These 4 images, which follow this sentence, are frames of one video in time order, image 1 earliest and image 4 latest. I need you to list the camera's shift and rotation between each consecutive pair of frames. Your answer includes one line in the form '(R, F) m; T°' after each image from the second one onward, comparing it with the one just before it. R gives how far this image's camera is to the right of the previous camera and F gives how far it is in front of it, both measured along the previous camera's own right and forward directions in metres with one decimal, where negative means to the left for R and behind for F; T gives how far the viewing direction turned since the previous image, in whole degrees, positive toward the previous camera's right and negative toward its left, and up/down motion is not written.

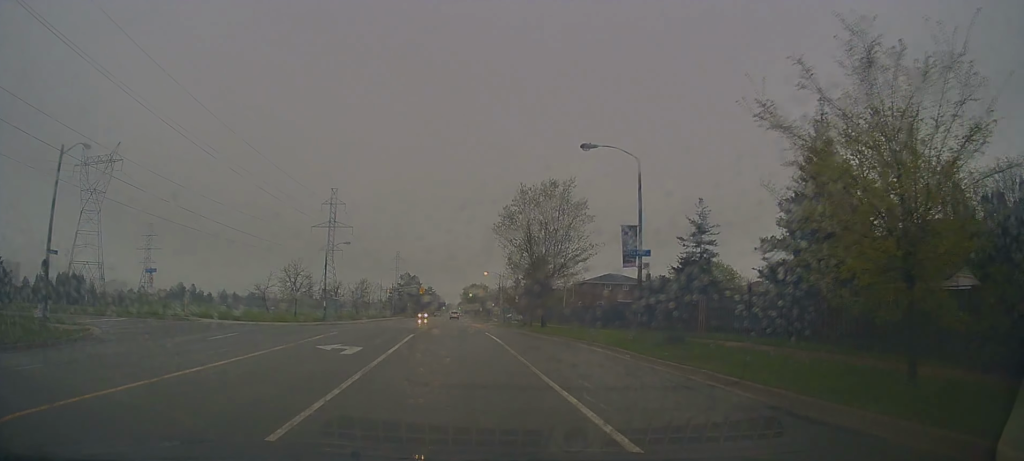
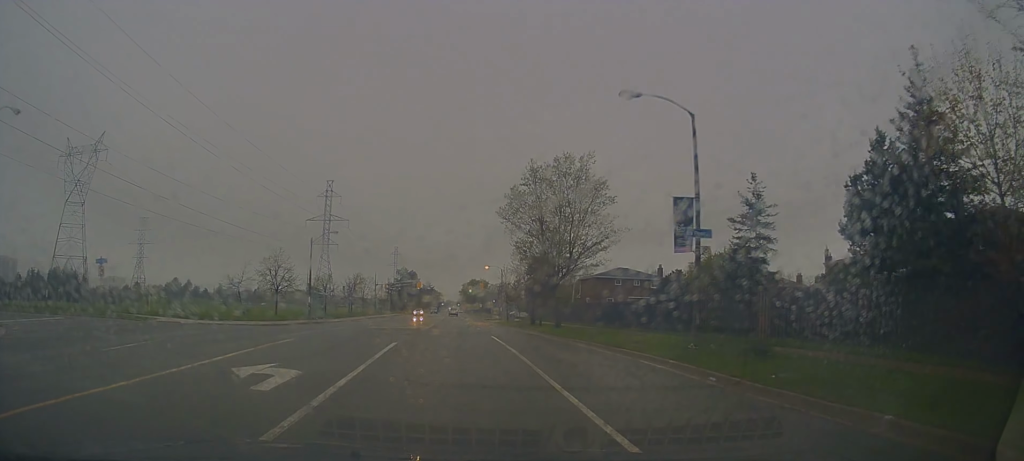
(+0.1, +5.9) m; 0°
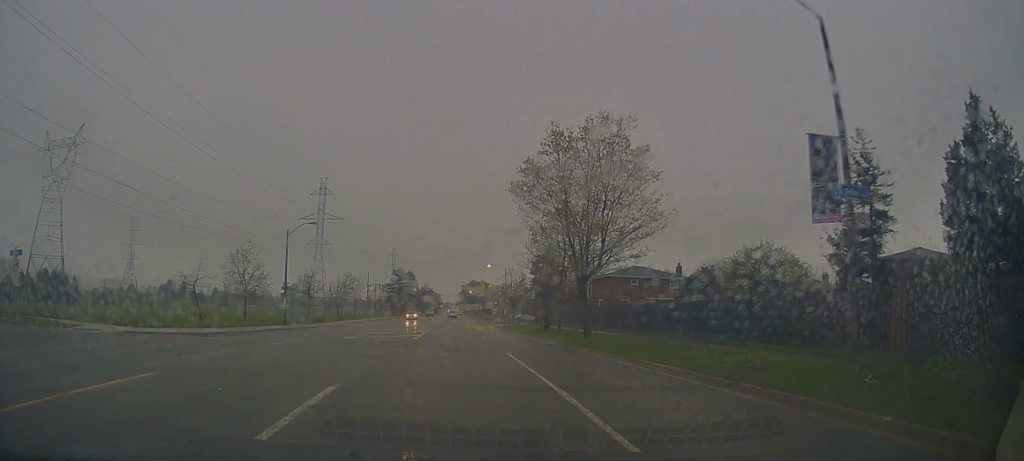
(-0.3, +7.7) m; 0°
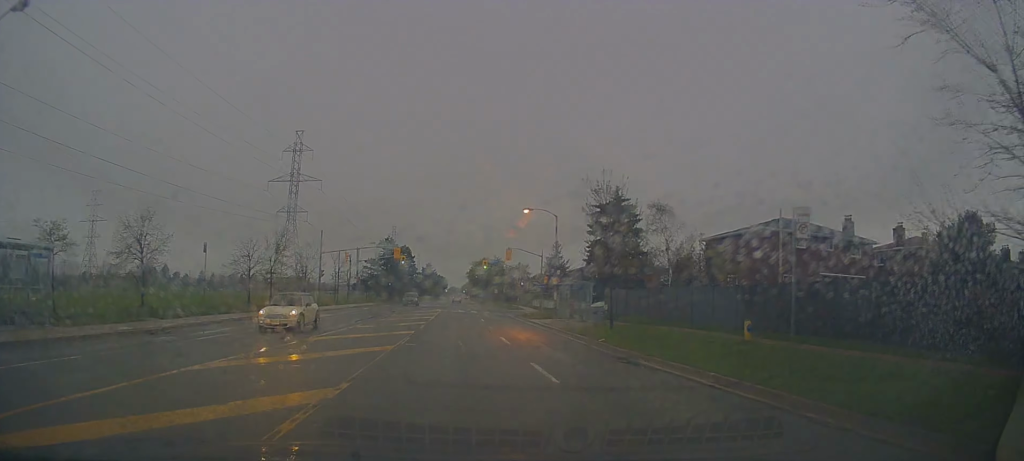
(-0.6, +35.8) m; -3°
